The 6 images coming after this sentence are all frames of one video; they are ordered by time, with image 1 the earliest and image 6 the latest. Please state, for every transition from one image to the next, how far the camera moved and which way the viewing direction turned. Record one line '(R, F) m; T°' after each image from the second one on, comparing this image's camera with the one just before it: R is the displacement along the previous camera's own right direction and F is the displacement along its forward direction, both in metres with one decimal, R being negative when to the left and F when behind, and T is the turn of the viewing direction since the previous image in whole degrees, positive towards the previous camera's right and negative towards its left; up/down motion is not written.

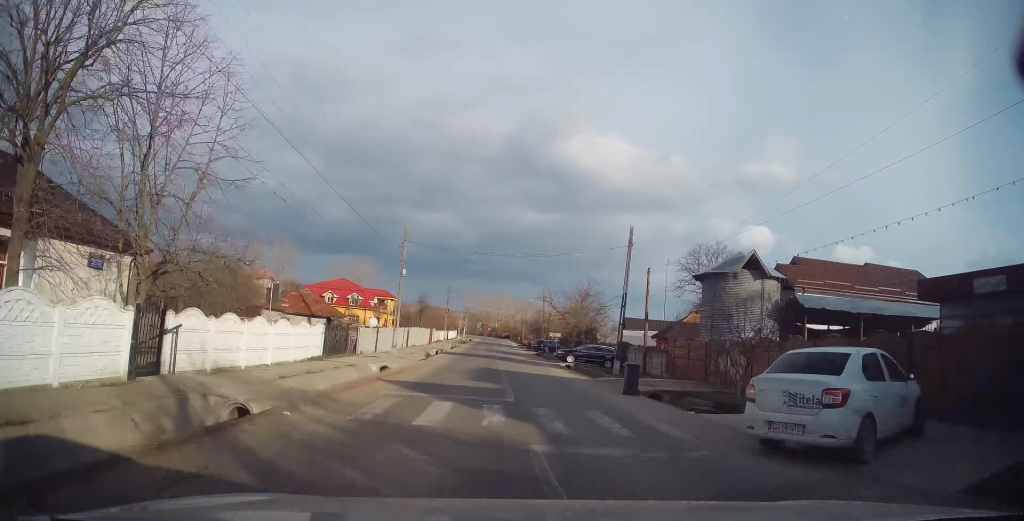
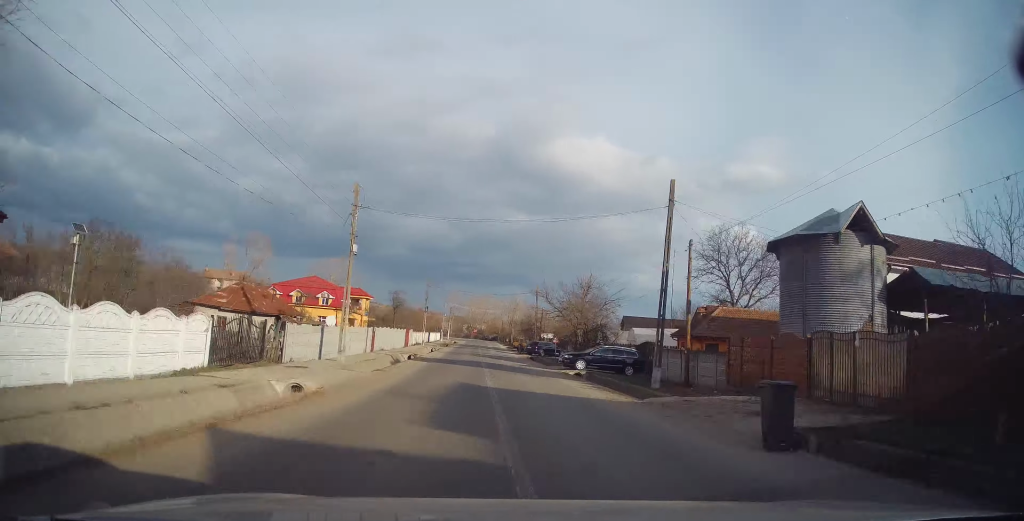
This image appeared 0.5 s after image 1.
(0.0, +8.9) m; +1°
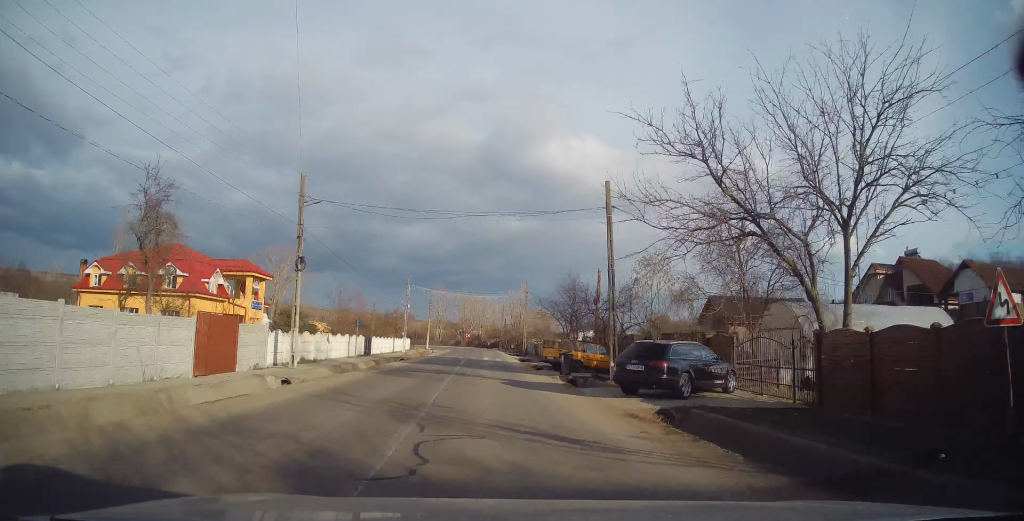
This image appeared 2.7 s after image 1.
(+1.3, +39.3) m; +2°
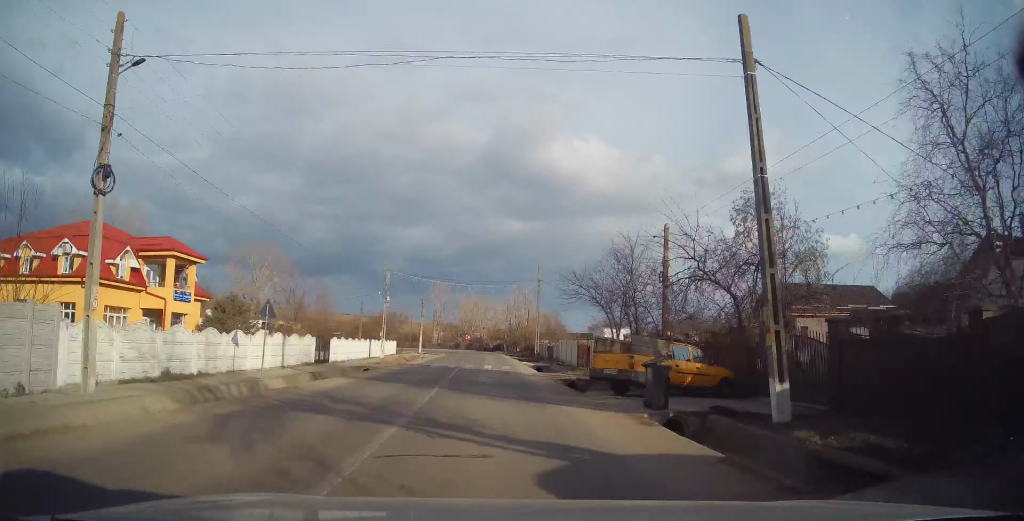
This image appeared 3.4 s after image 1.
(0.0, +12.5) m; -1°
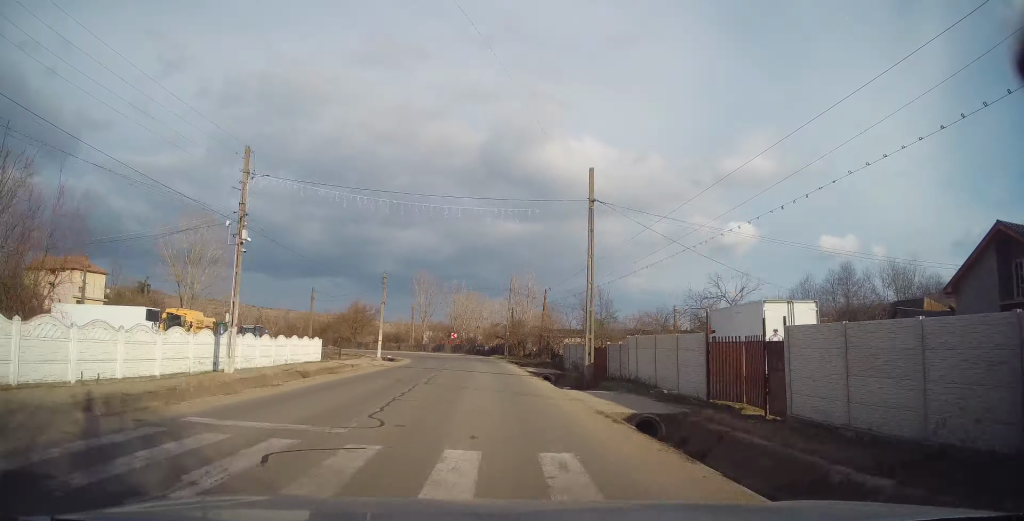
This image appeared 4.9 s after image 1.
(-0.6, +24.9) m; 0°
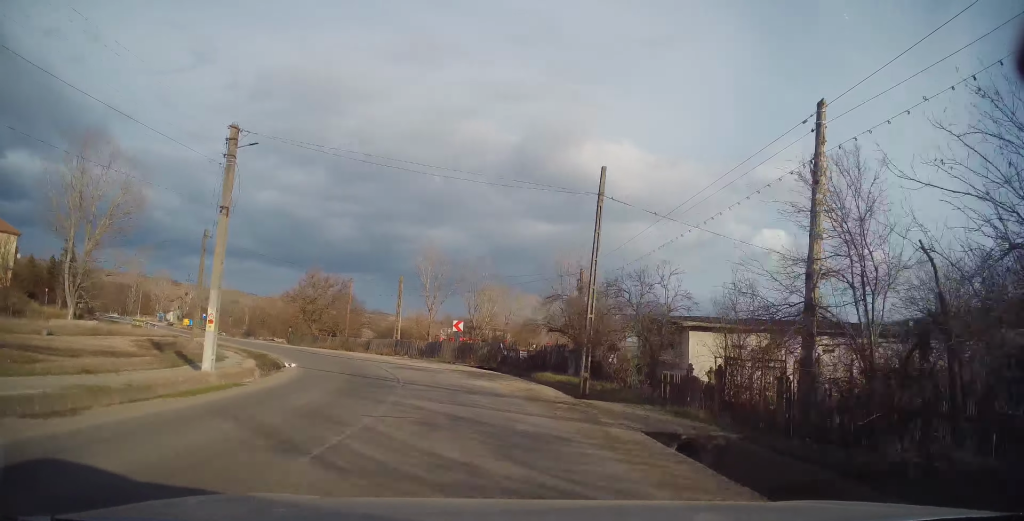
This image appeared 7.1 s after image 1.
(-0.9, +34.7) m; -5°
